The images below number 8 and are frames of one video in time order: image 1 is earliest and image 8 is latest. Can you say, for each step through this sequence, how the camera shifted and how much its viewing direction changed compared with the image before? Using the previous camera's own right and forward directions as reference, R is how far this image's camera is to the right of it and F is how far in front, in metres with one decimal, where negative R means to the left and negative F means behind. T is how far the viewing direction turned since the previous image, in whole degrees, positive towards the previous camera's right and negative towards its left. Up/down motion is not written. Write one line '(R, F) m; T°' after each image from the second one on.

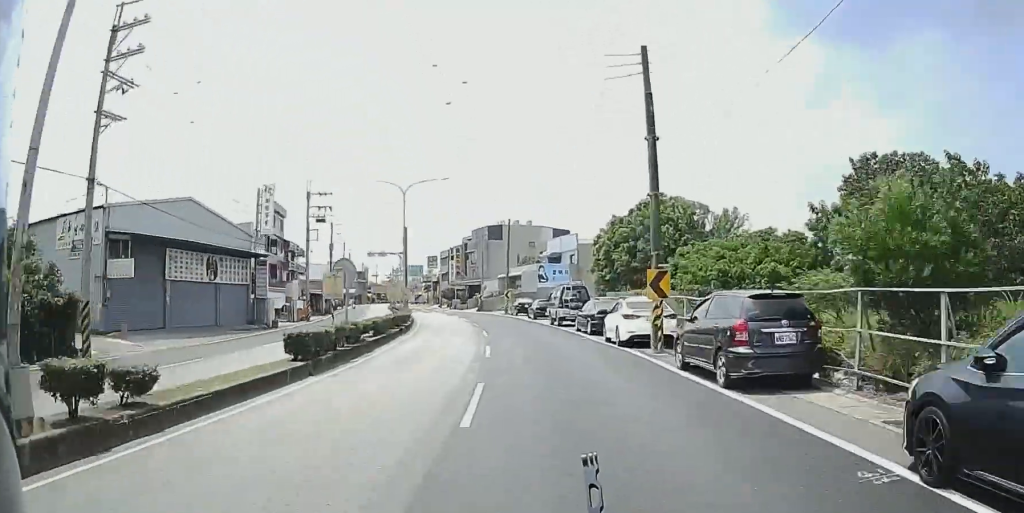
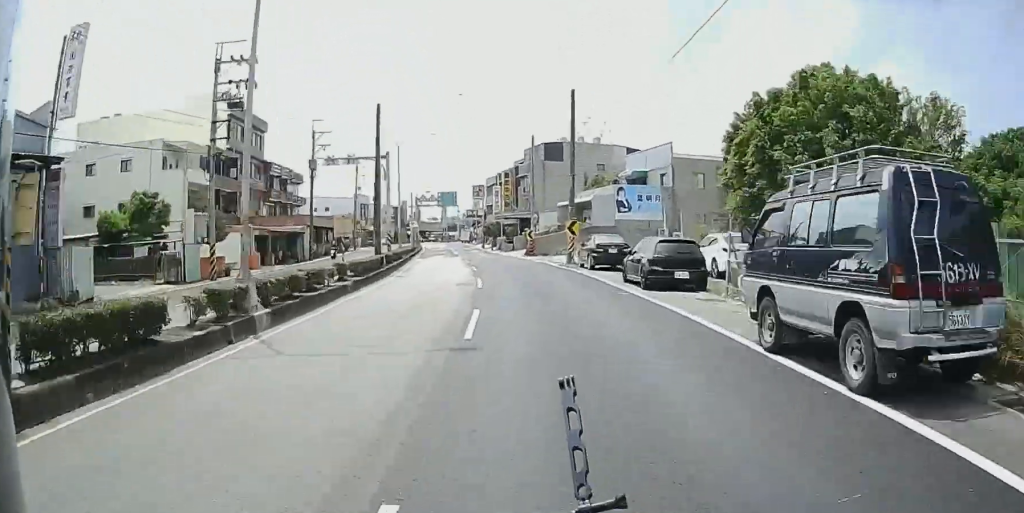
(-0.1, +33.5) m; -1°
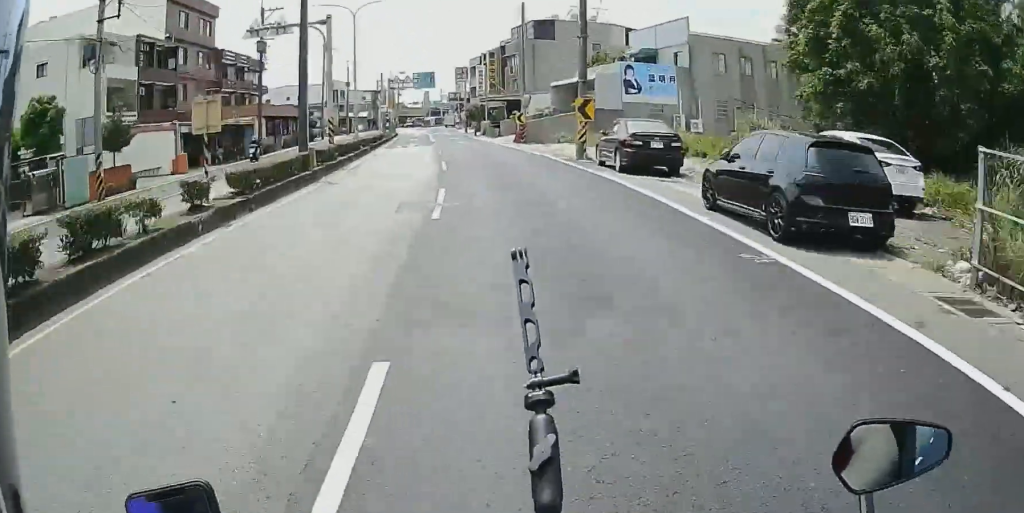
(-0.1, +11.7) m; -3°
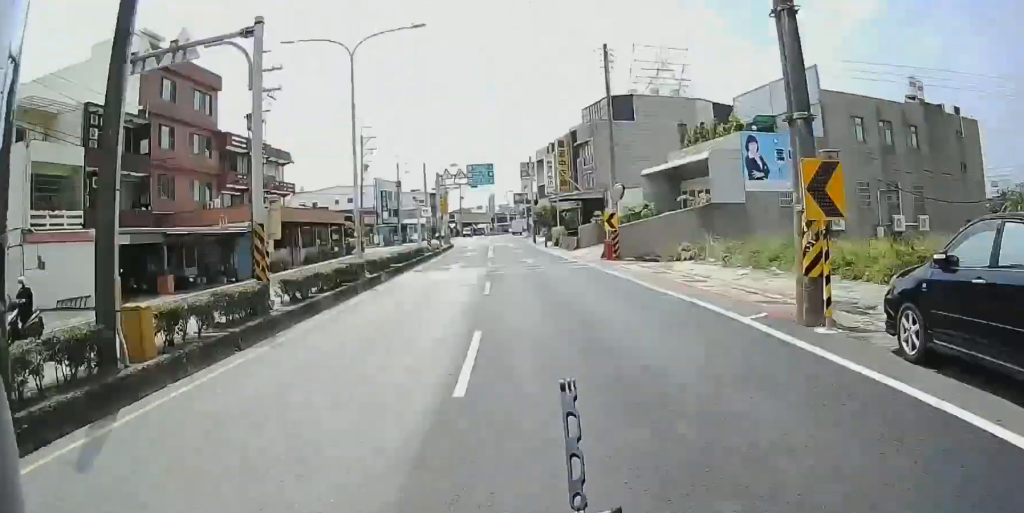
(+0.1, +15.4) m; -4°
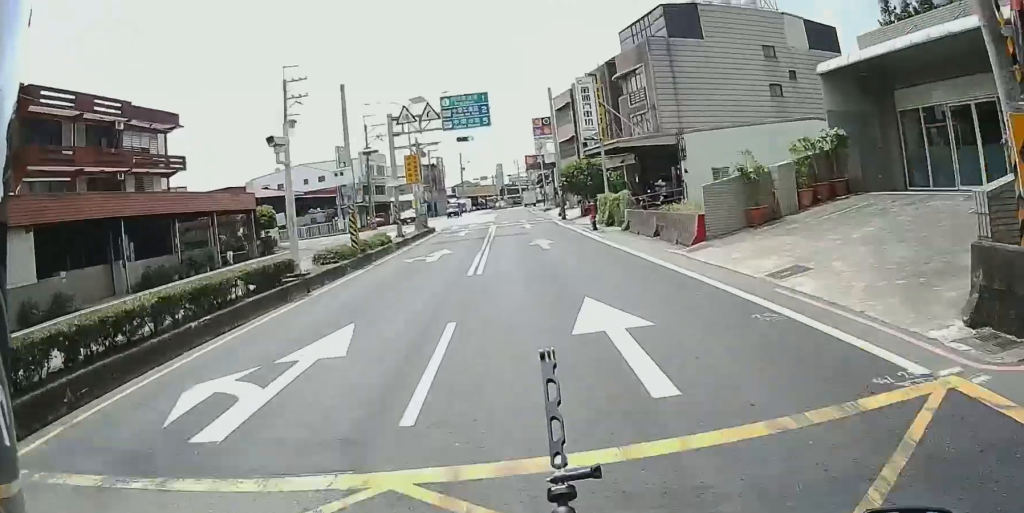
(-2.8, +29.8) m; -6°
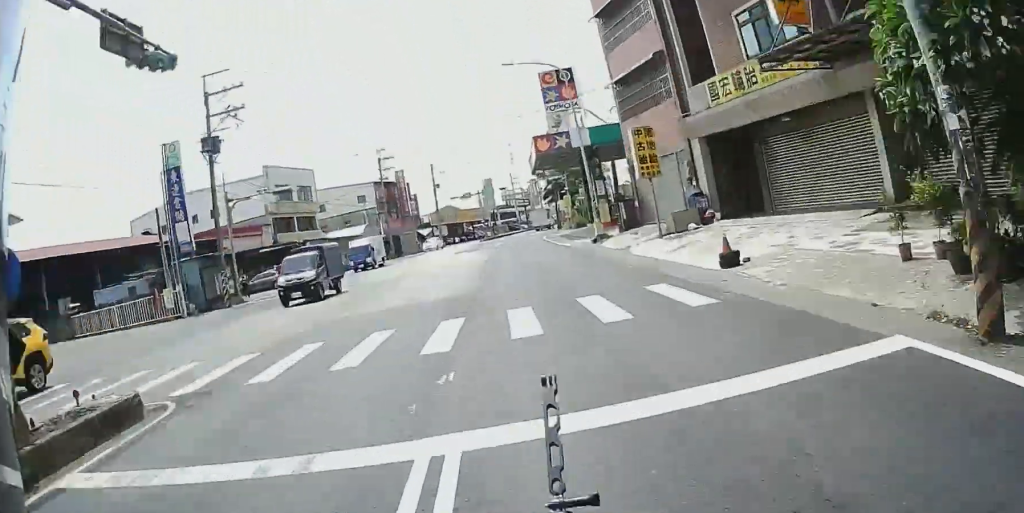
(-0.1, +41.7) m; -1°
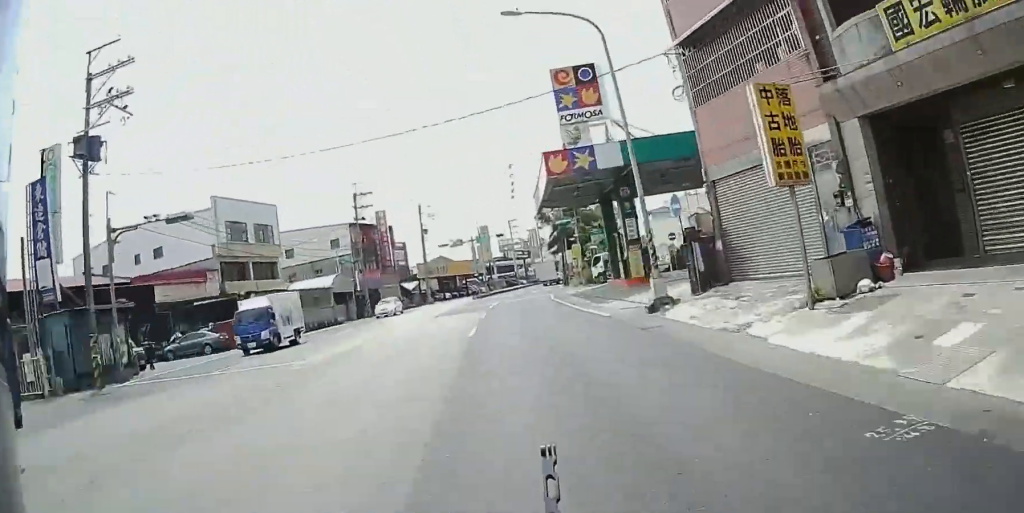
(+0.1, +12.1) m; -1°
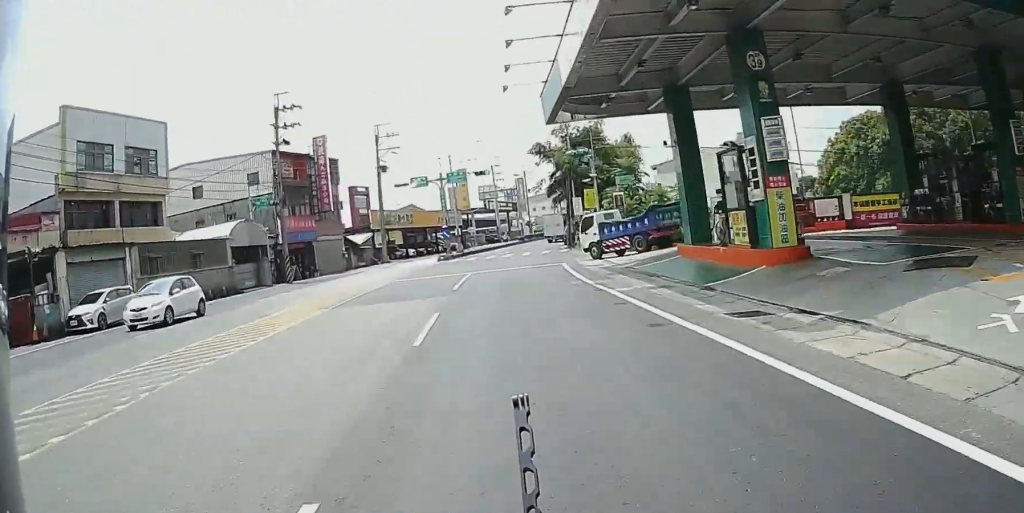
(-0.6, +19.9) m; -3°
